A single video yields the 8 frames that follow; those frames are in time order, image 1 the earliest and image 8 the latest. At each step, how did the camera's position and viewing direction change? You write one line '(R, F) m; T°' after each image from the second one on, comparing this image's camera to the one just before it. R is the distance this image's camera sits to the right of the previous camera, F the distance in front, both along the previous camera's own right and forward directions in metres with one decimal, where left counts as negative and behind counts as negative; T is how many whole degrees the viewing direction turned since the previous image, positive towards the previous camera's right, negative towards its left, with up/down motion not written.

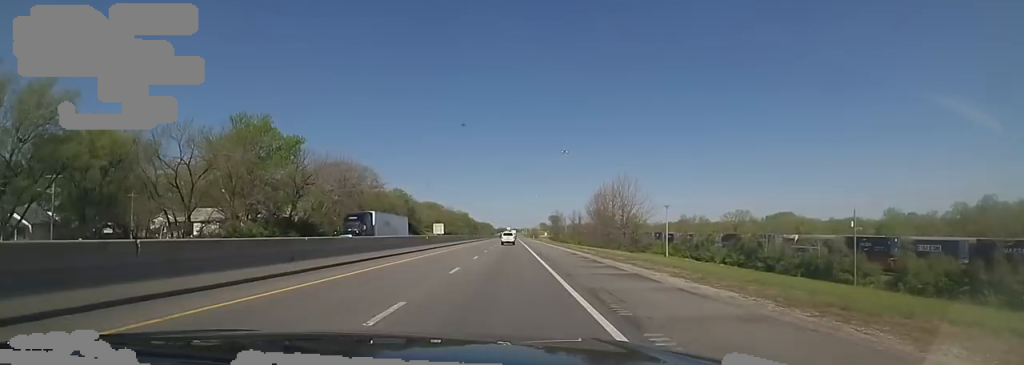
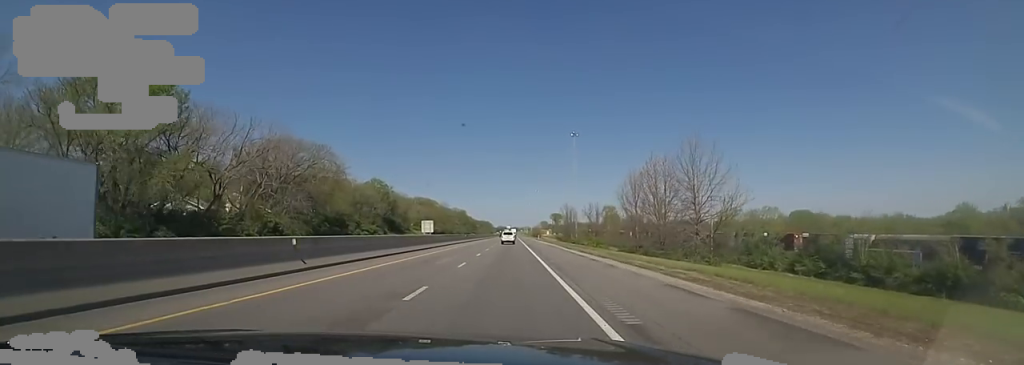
(0.0, +26.7) m; 0°
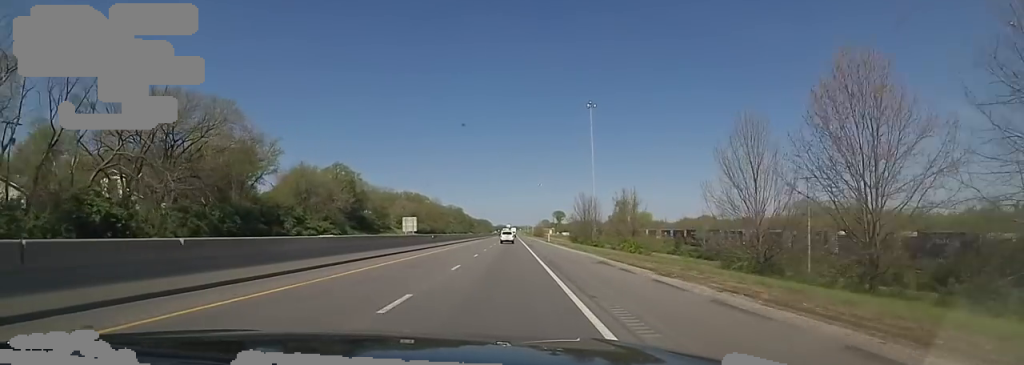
(0.0, +30.9) m; +1°
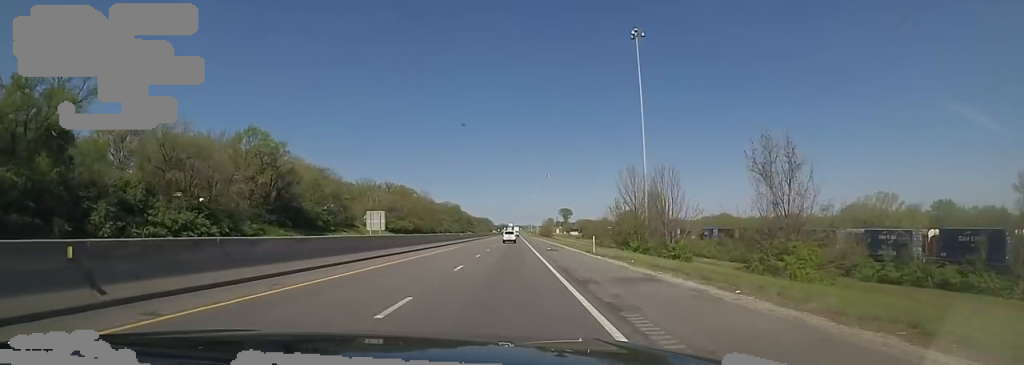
(+0.2, +39.3) m; 0°
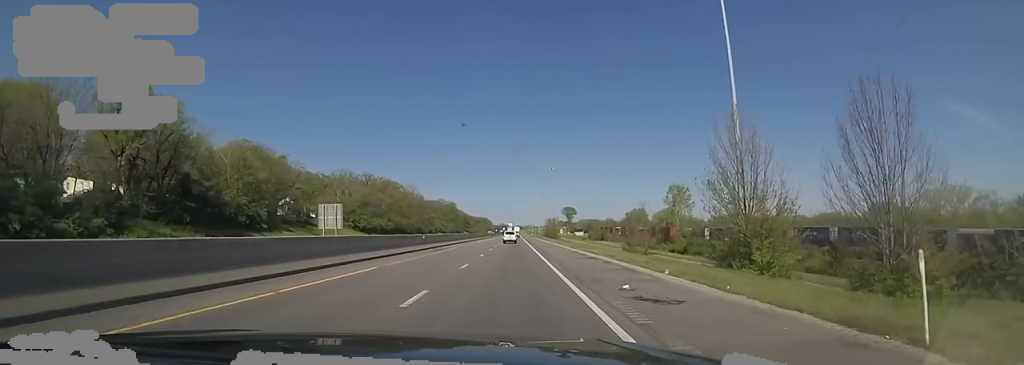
(-0.2, +27.8) m; 0°
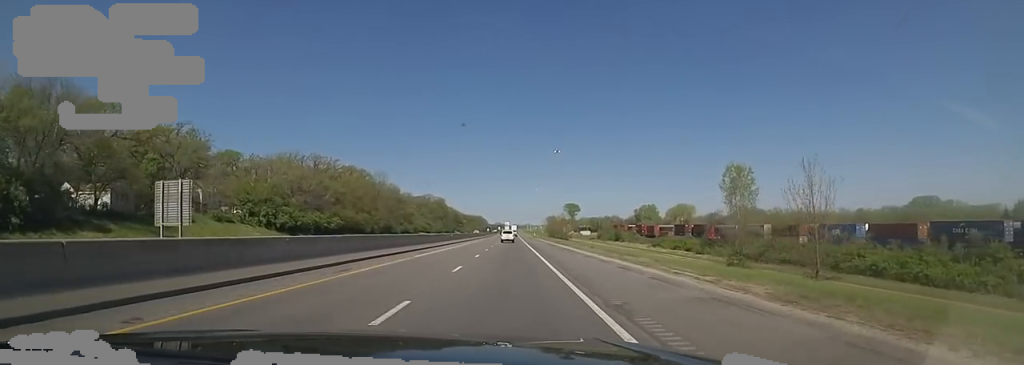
(0.0, +41.0) m; 0°
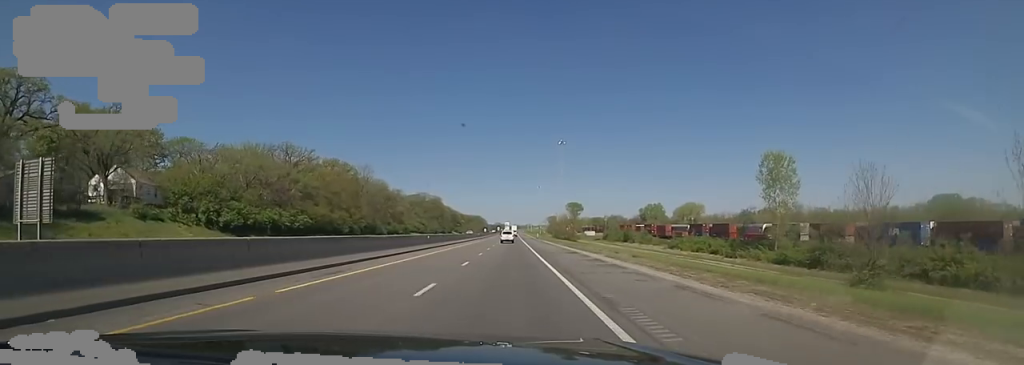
(0.0, +16.2) m; 0°
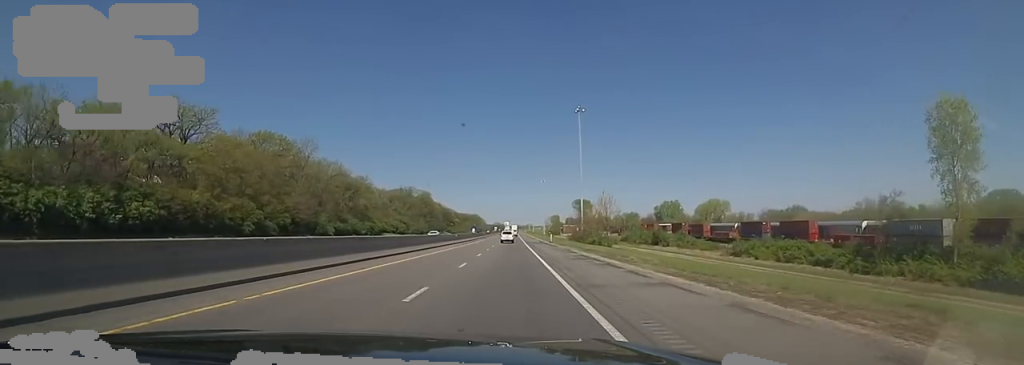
(0.0, +40.0) m; 0°
